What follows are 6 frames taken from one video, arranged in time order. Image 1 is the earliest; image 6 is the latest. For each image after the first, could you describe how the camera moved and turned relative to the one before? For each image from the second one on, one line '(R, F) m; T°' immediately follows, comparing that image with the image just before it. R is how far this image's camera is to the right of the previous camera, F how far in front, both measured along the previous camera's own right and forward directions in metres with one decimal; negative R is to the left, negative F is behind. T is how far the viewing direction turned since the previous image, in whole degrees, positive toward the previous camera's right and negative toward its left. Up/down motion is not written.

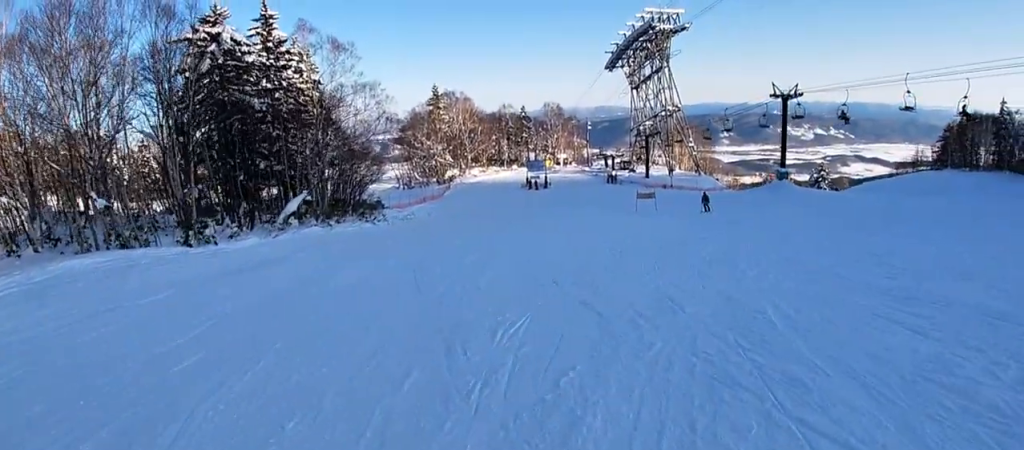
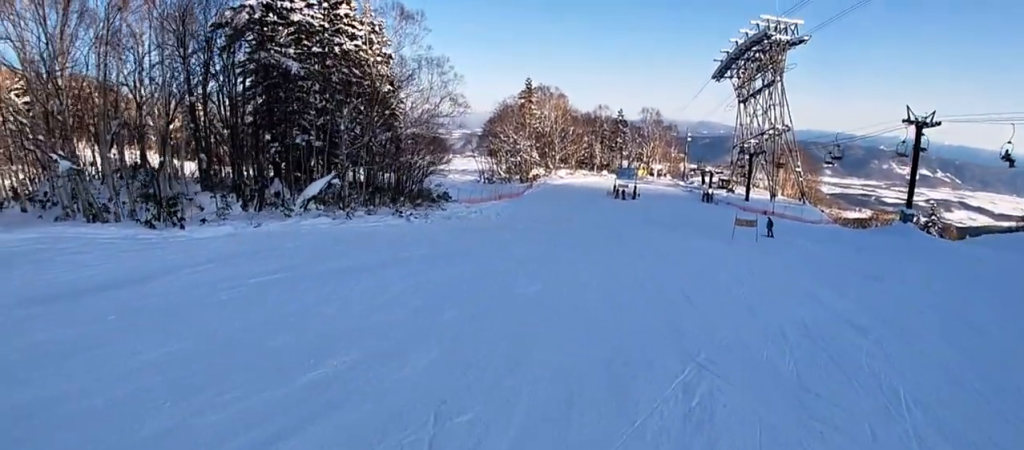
(+0.2, +7.7) m; +1°
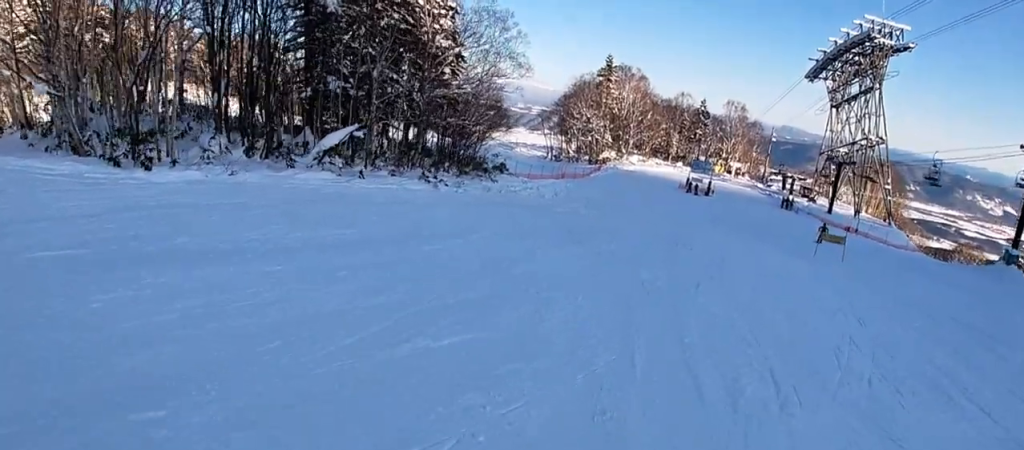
(0.0, +5.0) m; -7°
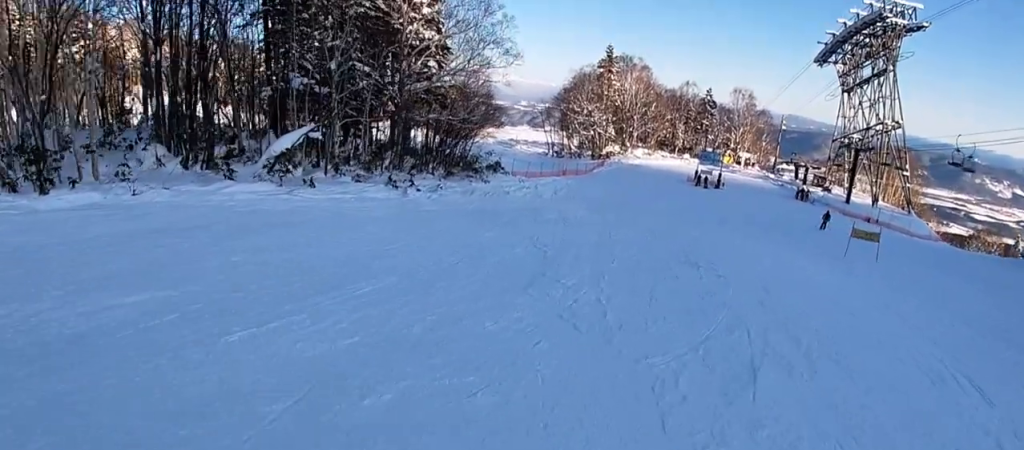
(0.0, +4.1) m; -4°
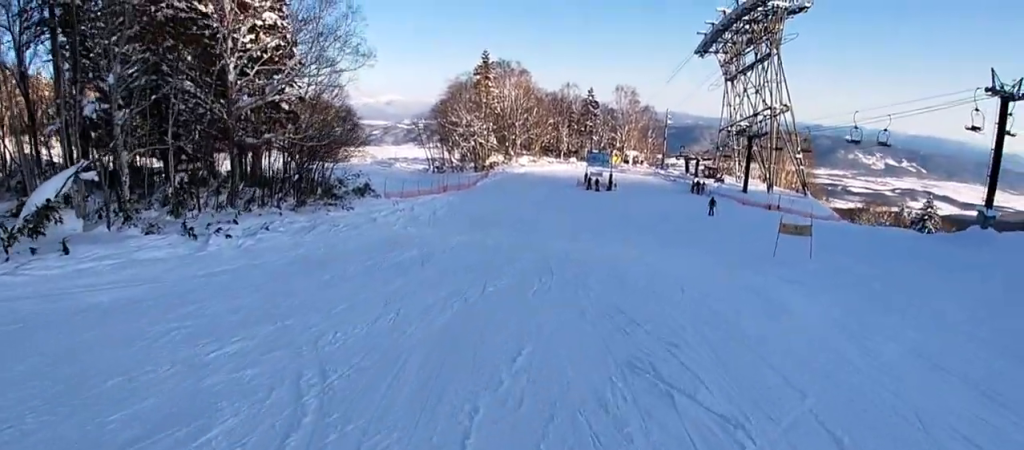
(-1.1, +6.2) m; +2°
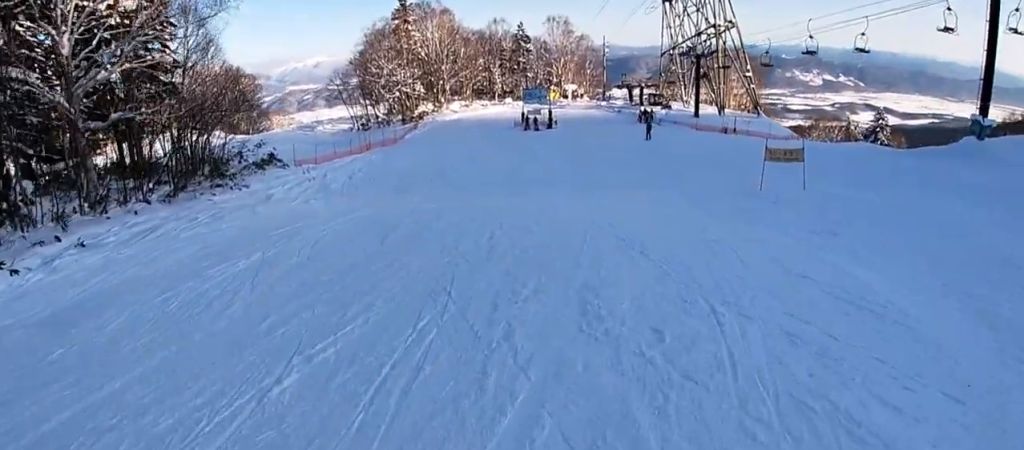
(+1.1, +6.0) m; +10°
